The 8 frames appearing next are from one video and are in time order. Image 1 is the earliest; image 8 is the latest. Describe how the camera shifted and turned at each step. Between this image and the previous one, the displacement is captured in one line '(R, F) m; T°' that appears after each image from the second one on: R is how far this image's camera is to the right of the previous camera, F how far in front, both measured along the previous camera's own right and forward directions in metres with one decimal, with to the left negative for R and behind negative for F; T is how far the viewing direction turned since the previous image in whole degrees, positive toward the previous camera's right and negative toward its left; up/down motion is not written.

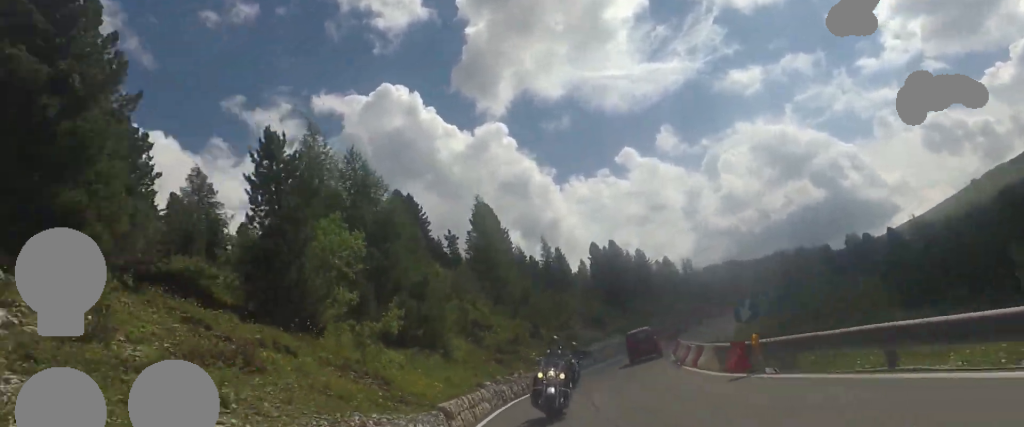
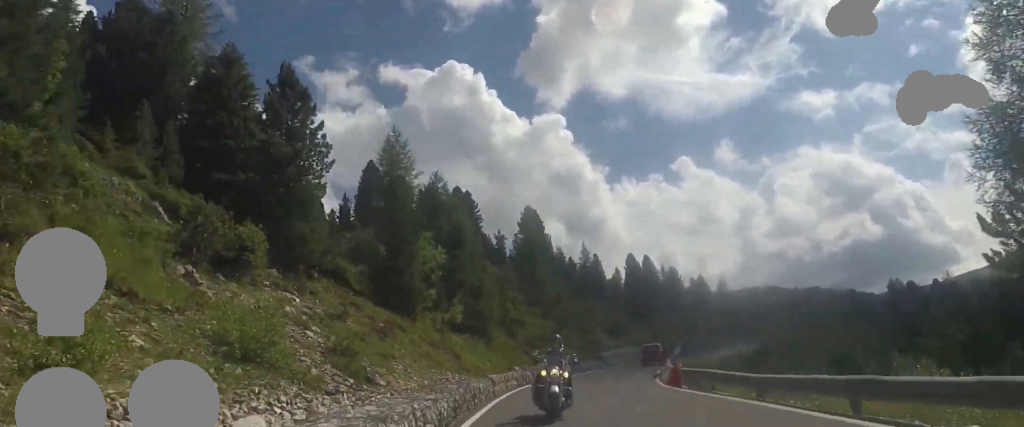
(+0.4, +8.2) m; -2°
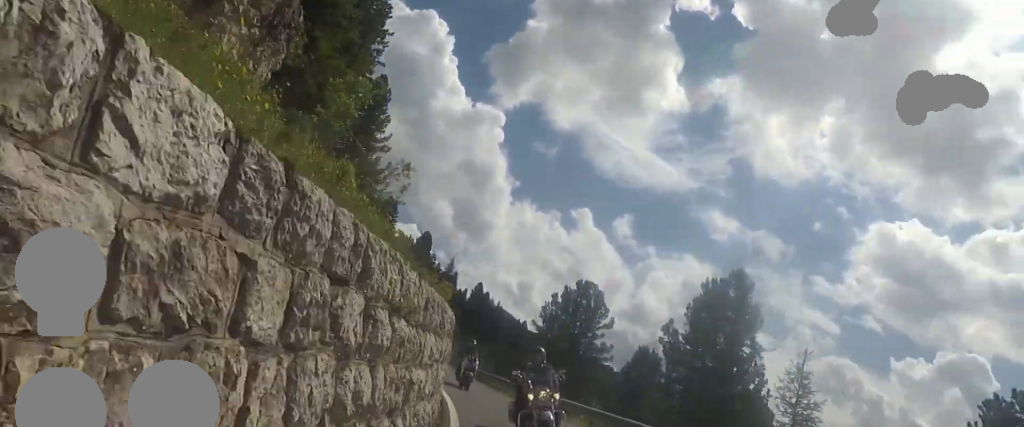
(+3.5, +42.2) m; +19°
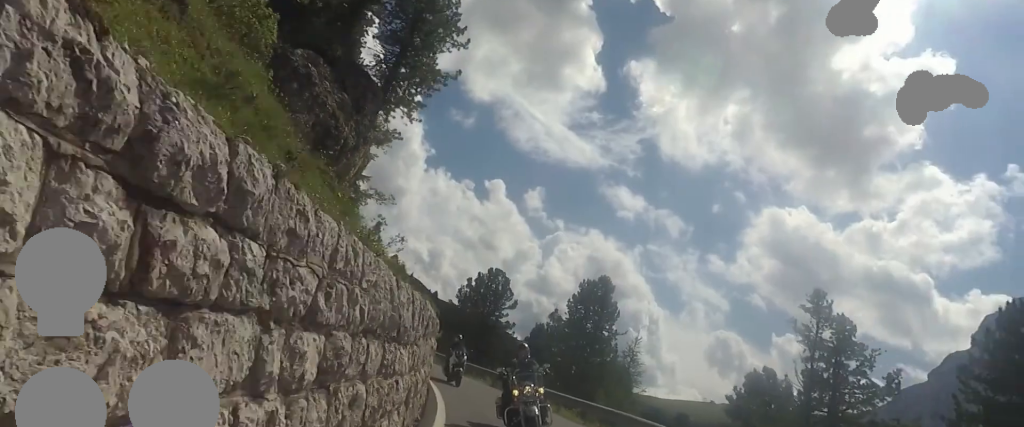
(+0.4, +10.4) m; +5°
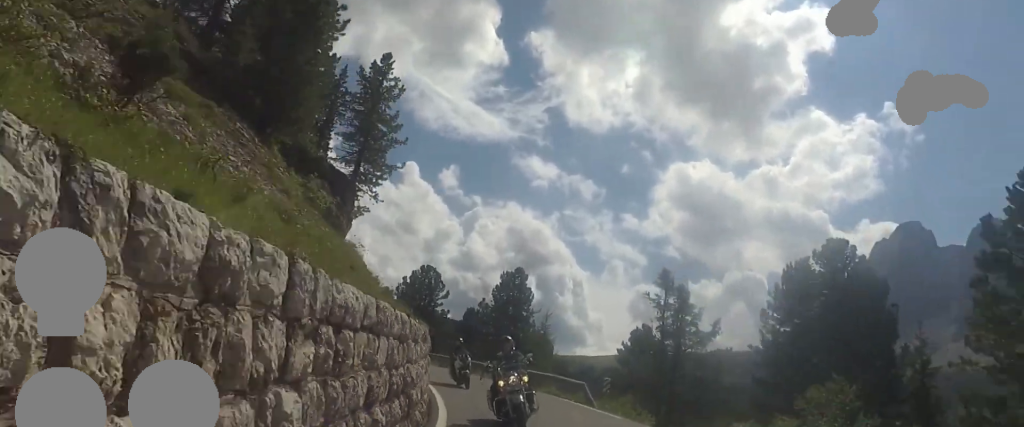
(-0.2, +9.4) m; +3°
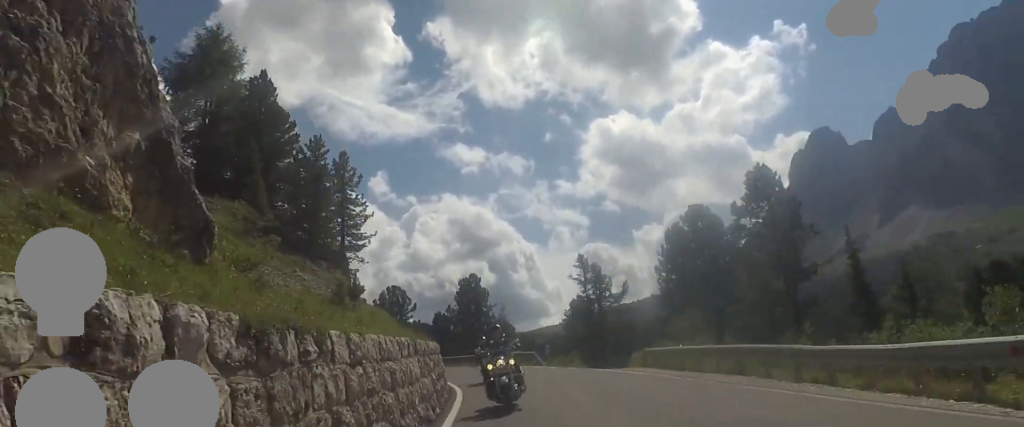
(+1.0, +10.9) m; 0°
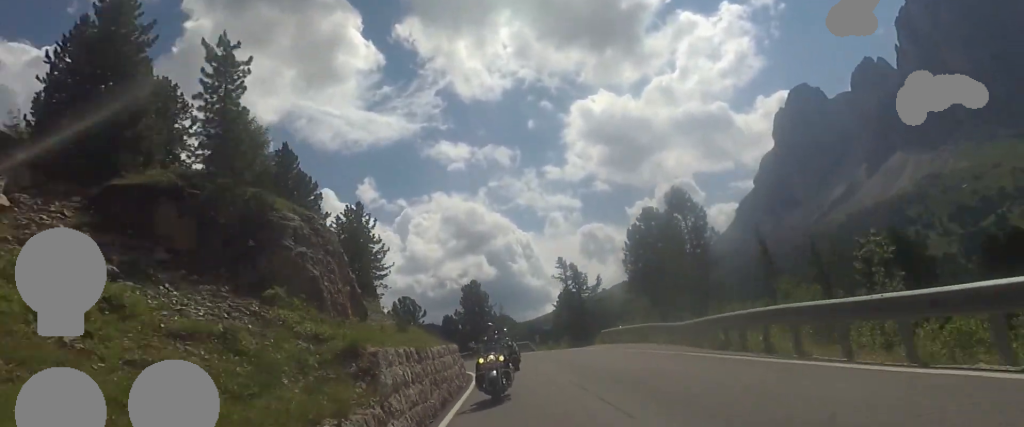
(-0.1, +10.1) m; -3°
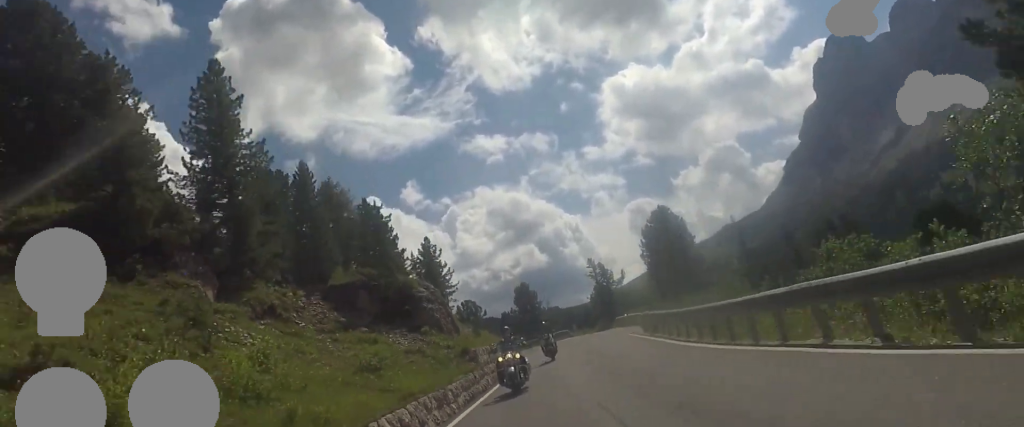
(-0.9, +13.9) m; -6°
